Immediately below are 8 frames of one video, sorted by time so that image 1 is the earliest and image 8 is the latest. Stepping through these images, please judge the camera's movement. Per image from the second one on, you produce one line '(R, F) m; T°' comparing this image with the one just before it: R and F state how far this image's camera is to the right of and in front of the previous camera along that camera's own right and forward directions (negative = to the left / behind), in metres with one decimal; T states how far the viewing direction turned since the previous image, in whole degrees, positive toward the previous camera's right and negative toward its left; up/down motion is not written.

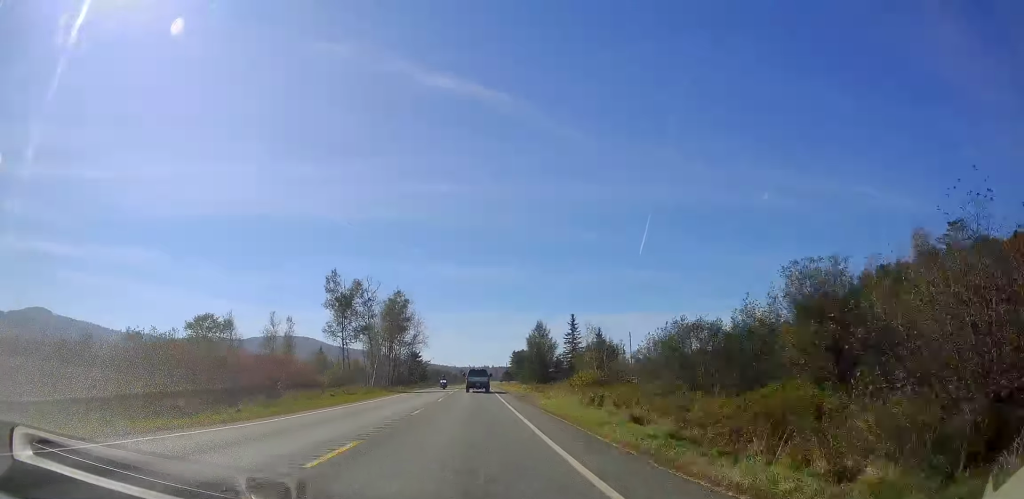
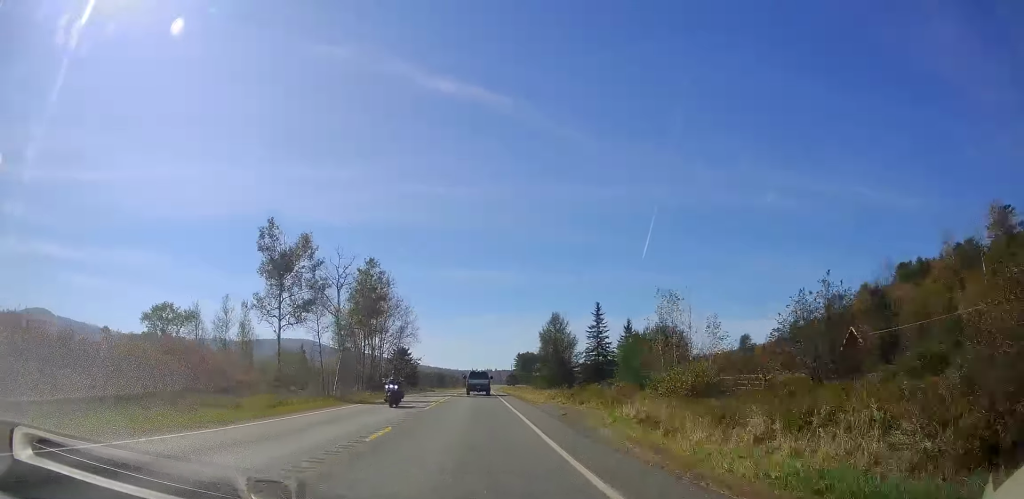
(+0.1, +20.6) m; 0°
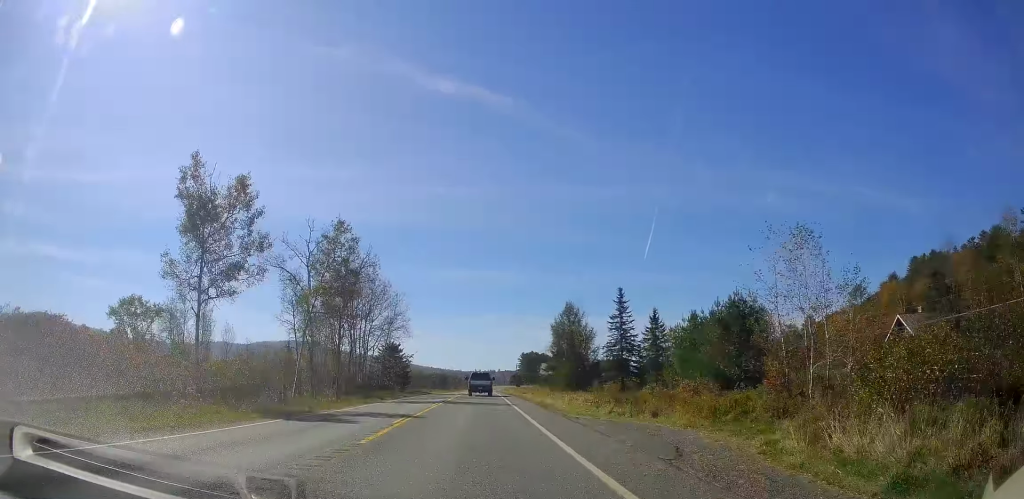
(+0.2, +13.1) m; 0°
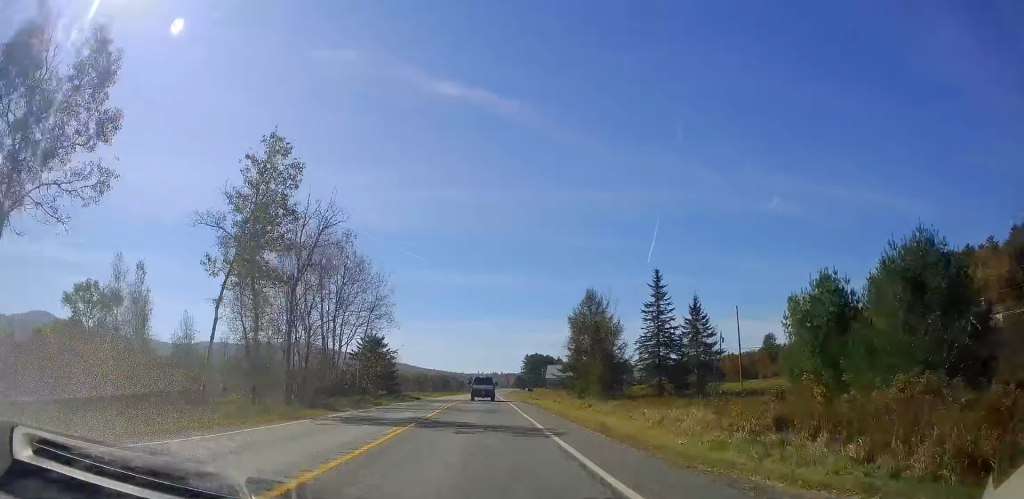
(0.0, +14.8) m; 0°
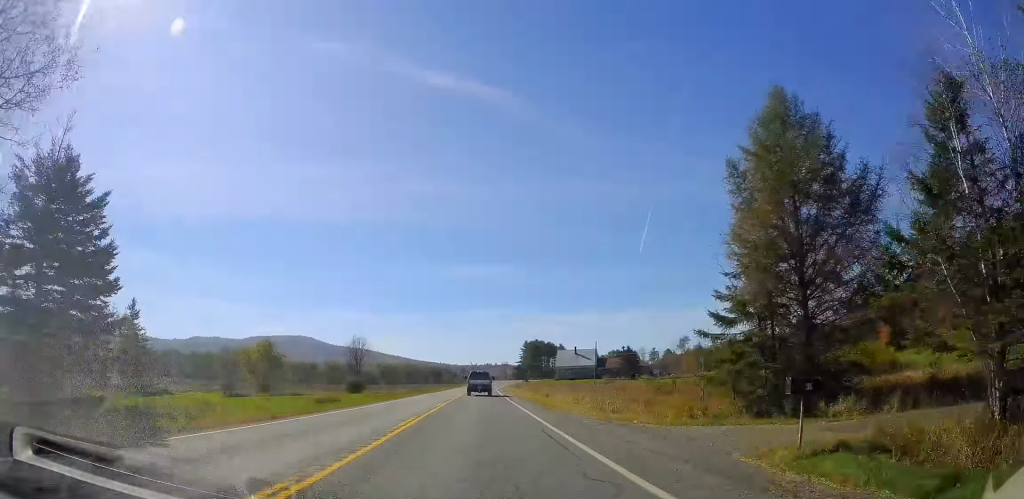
(-0.7, +49.0) m; -2°
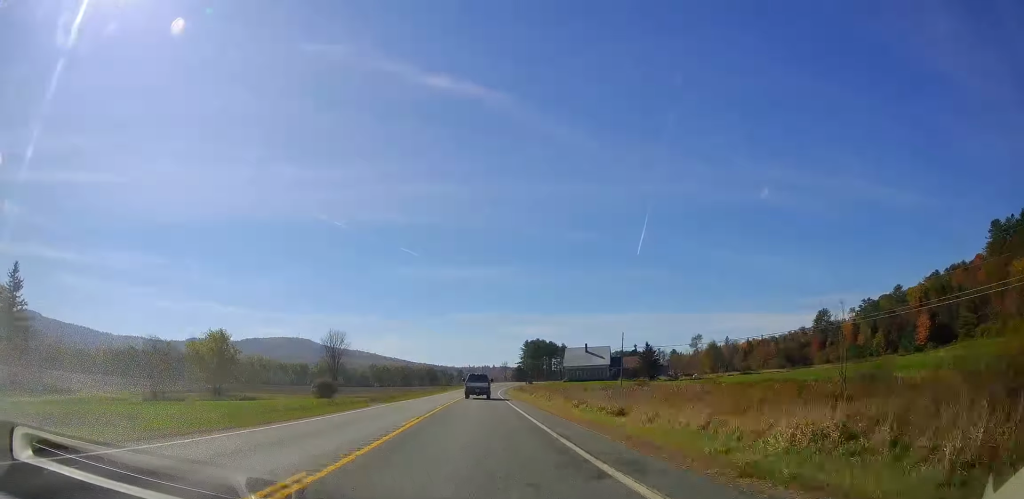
(-0.4, +23.1) m; +1°
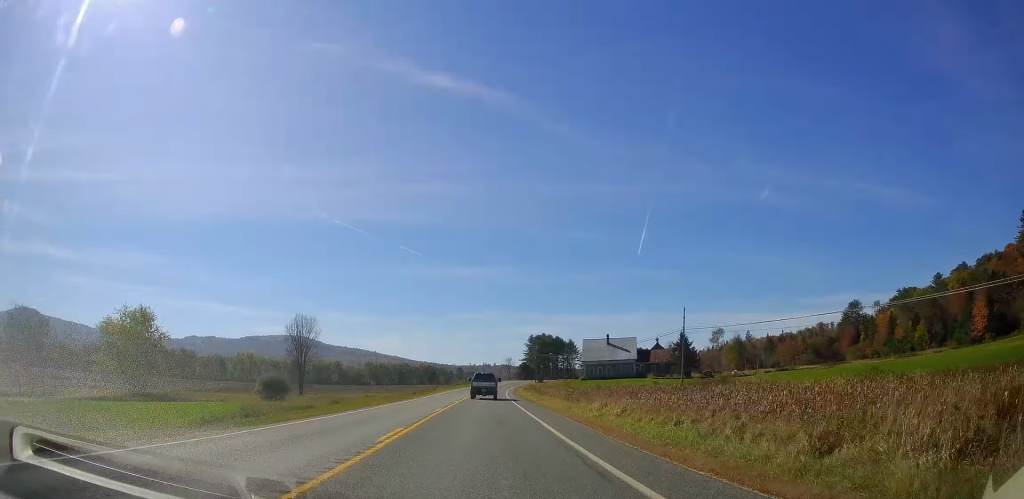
(+1.1, +27.1) m; +1°
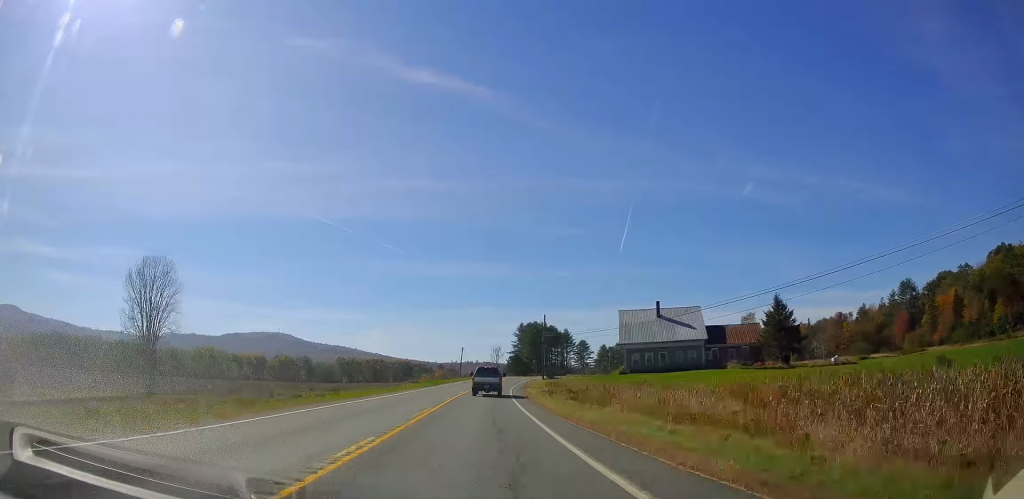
(-0.5, +51.7) m; +1°
